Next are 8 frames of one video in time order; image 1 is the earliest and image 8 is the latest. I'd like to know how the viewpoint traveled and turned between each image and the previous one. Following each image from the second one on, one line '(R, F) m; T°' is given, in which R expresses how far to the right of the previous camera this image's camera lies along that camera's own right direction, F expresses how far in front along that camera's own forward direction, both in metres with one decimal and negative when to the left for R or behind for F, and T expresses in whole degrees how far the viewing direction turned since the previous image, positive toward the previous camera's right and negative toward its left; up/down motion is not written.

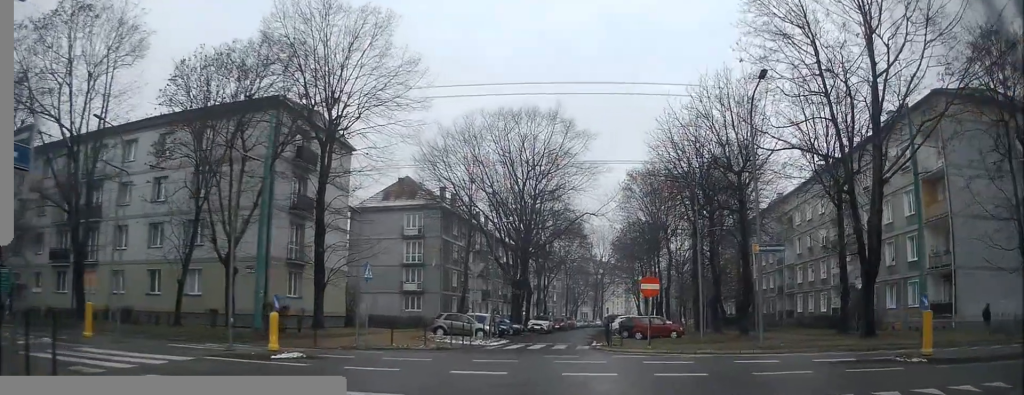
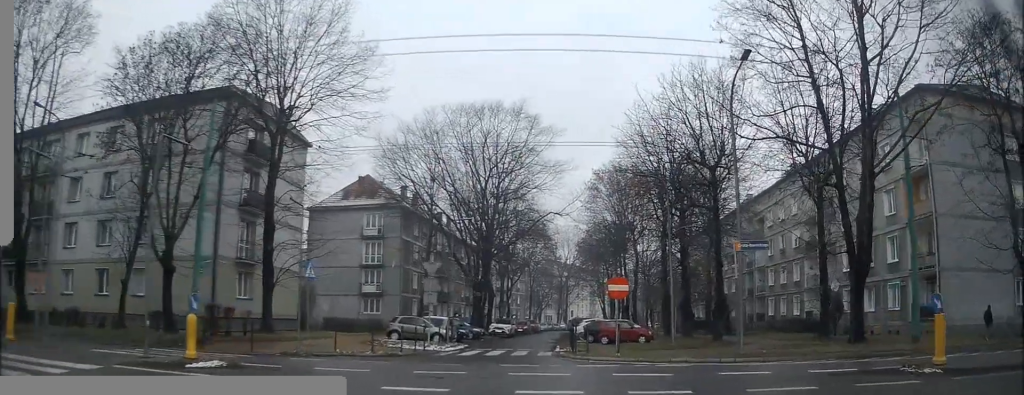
(0.0, +2.2) m; +6°
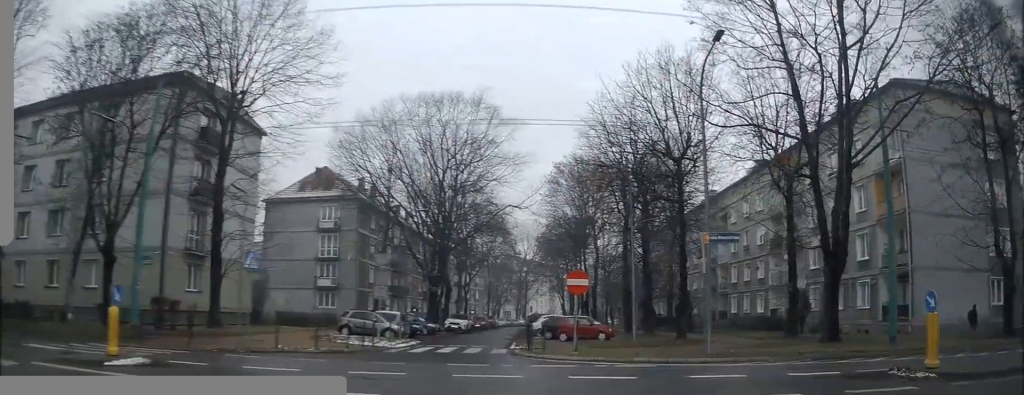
(0.0, +1.4) m; +5°
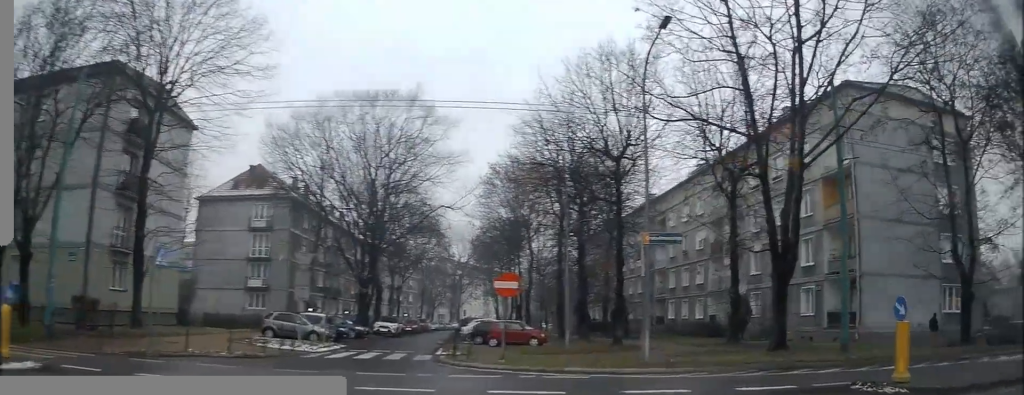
(+0.2, +1.3) m; +9°
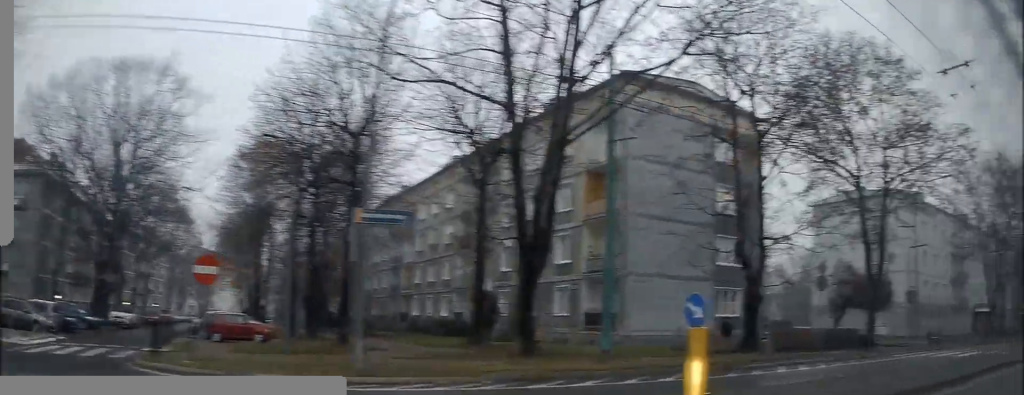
(+0.4, +2.7) m; +22°
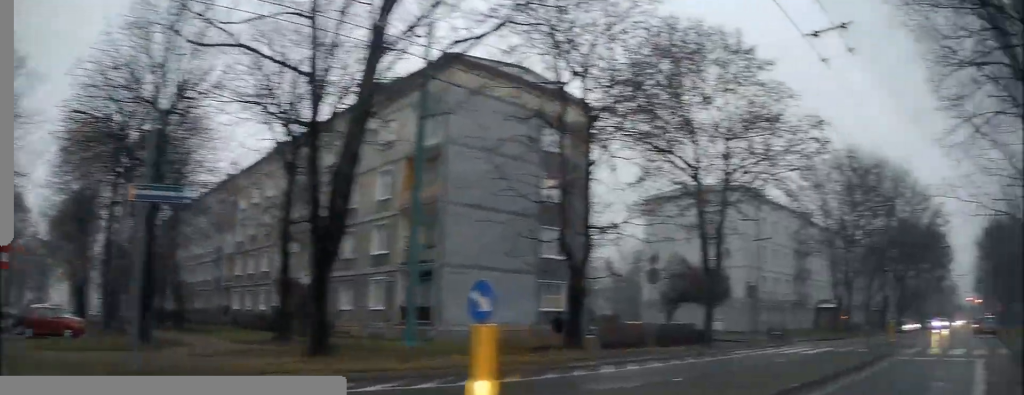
(-0.1, +1.3) m; +12°
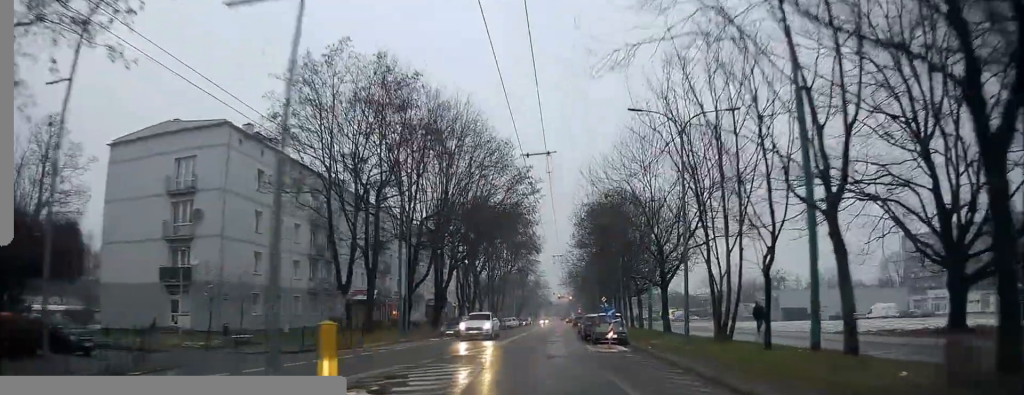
(+9.3, +14.3) m; +40°
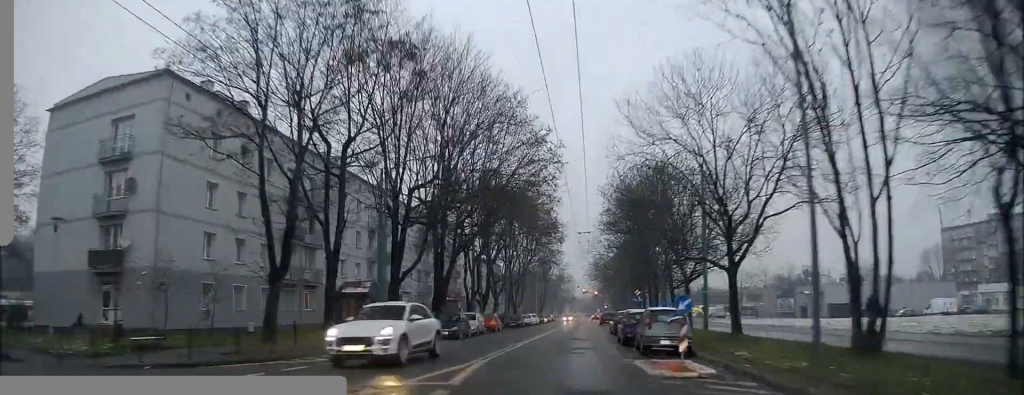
(0.0, +9.3) m; -1°
